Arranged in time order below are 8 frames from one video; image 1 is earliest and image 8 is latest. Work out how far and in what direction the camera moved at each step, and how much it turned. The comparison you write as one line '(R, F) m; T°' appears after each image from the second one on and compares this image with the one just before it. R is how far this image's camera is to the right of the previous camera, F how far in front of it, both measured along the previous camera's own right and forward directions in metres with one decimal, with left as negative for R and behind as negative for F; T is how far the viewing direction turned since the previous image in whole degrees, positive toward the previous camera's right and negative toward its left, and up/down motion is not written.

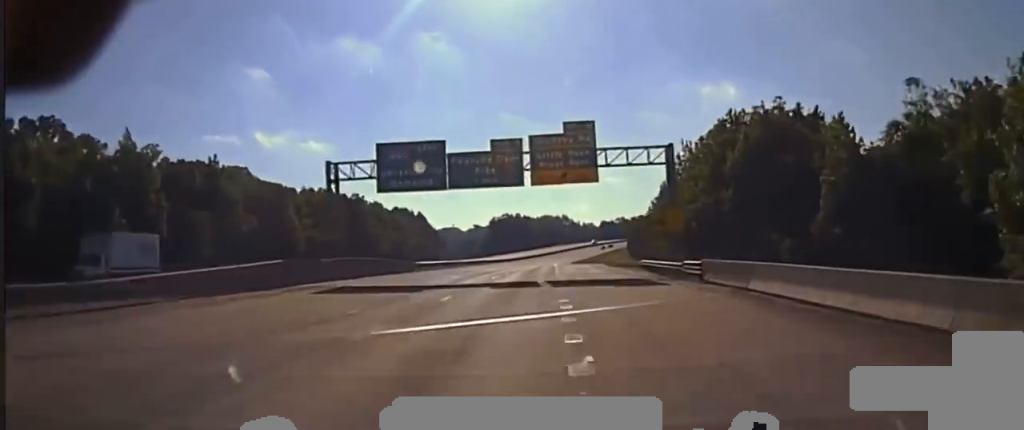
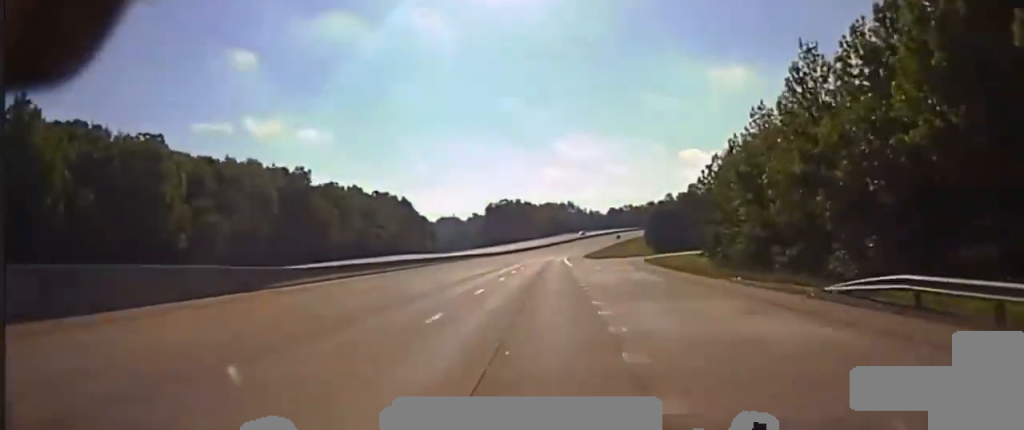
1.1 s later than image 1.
(-2.9, +42.1) m; -4°
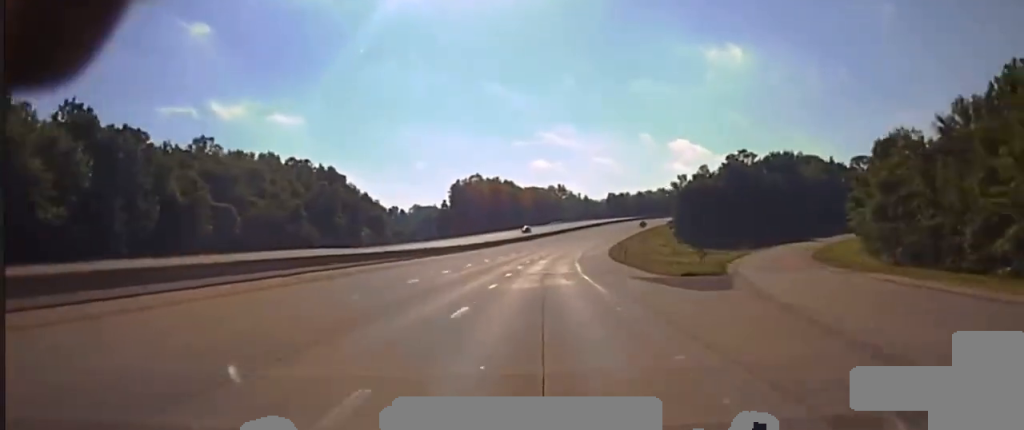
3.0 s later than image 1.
(+0.3, +83.8) m; +1°
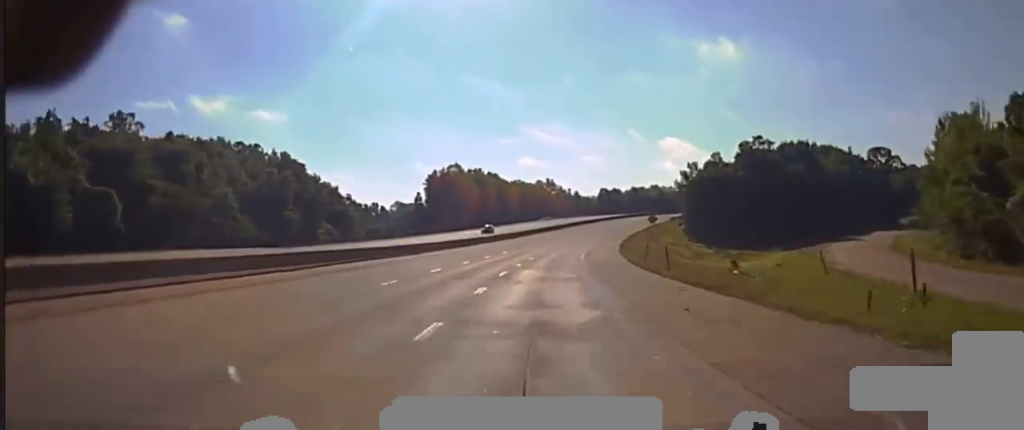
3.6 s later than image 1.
(+0.1, +29.9) m; +1°
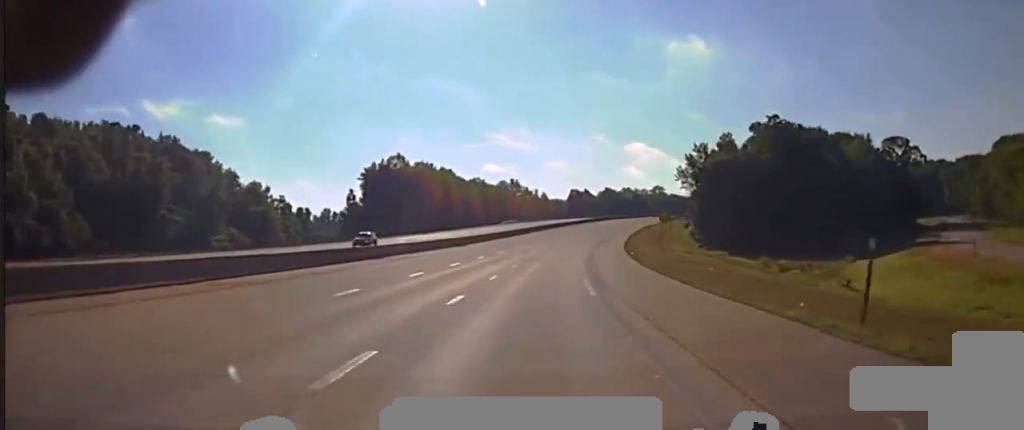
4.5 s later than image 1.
(+0.5, +44.5) m; +2°
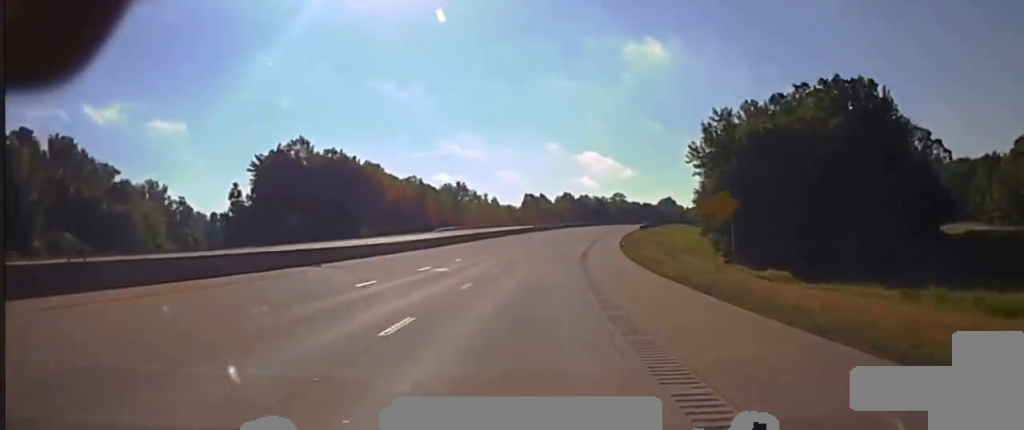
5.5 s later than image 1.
(+0.6, +46.8) m; +3°
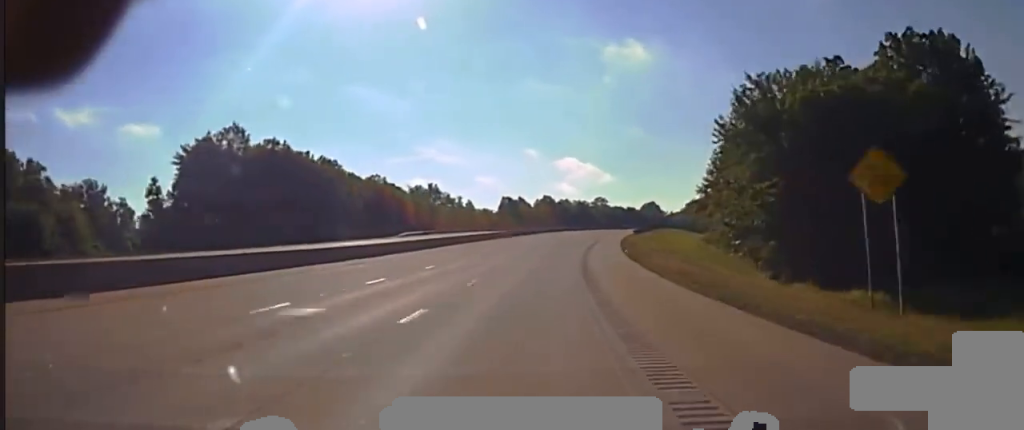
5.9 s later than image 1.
(+0.8, +25.8) m; +1°
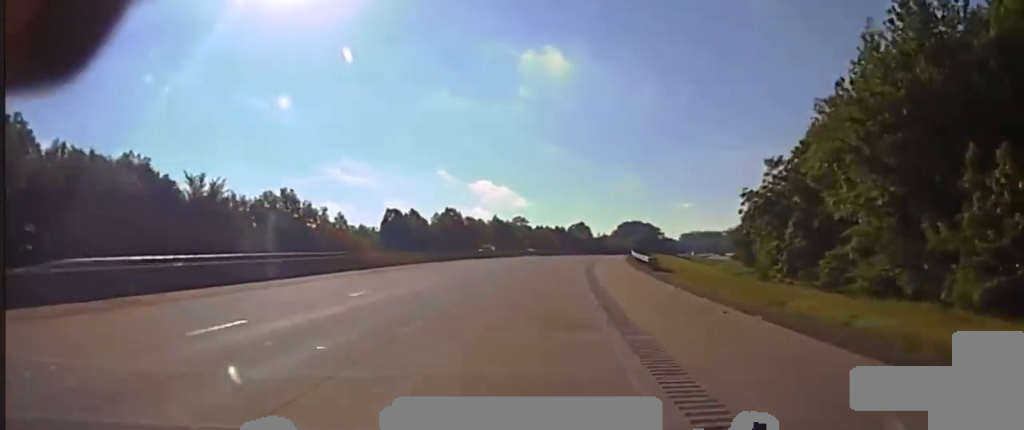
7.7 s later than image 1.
(+3.9, +90.5) m; +6°
